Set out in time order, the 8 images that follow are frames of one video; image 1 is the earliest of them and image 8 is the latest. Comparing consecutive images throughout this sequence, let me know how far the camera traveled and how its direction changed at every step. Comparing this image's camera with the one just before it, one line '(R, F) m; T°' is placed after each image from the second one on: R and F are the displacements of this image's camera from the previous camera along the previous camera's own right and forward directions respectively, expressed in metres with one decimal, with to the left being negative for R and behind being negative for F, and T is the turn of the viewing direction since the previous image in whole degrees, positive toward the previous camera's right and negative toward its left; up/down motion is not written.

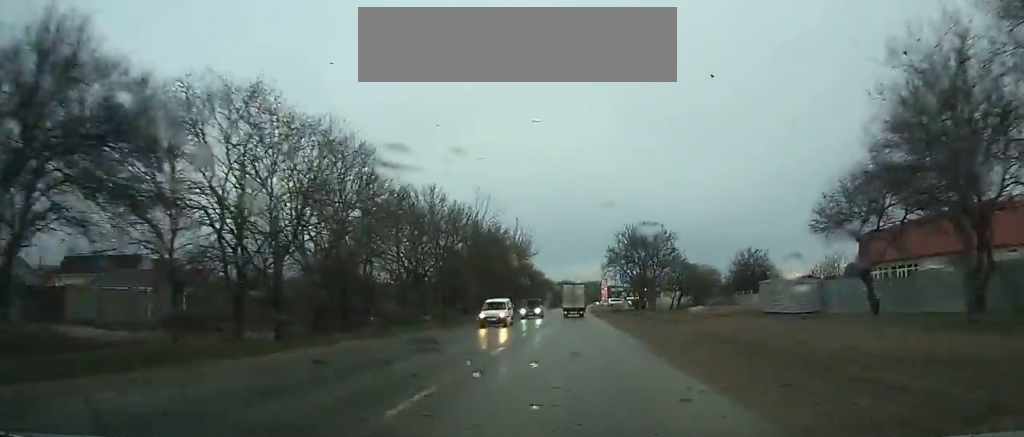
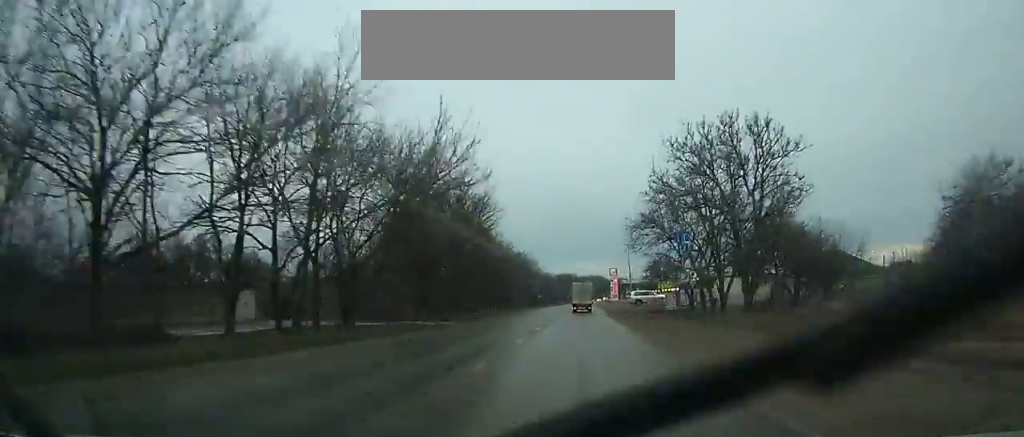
(+0.2, +46.3) m; +1°
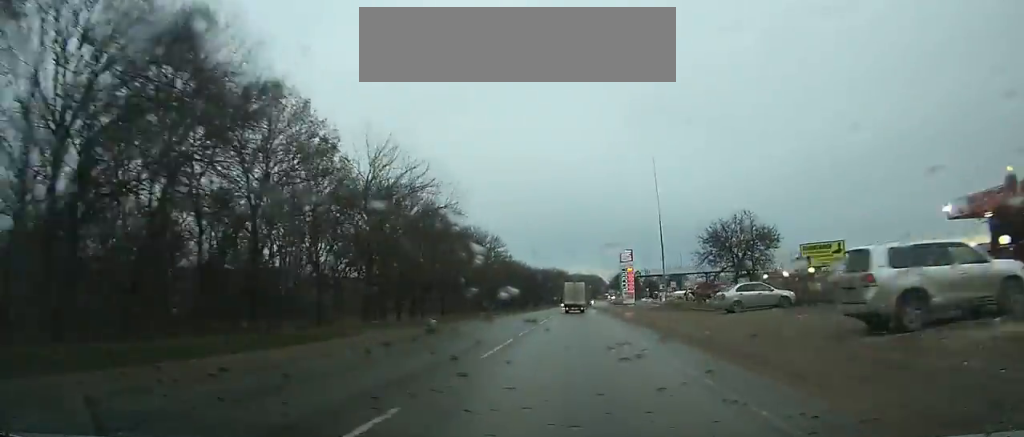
(+0.5, +61.9) m; +1°
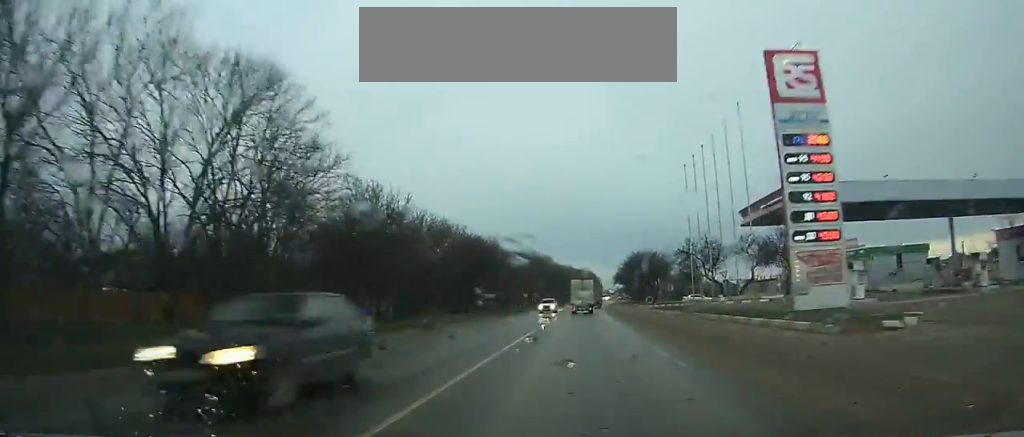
(+0.6, +75.9) m; +1°
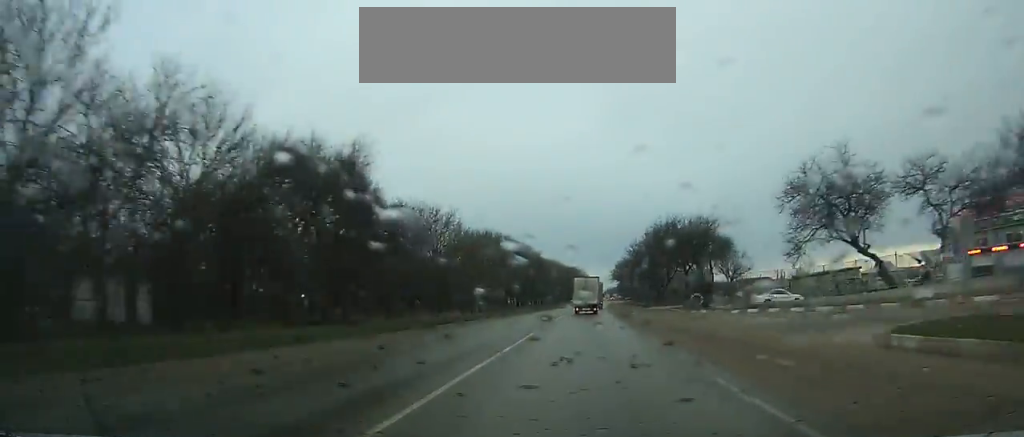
(+0.2, +37.6) m; +1°
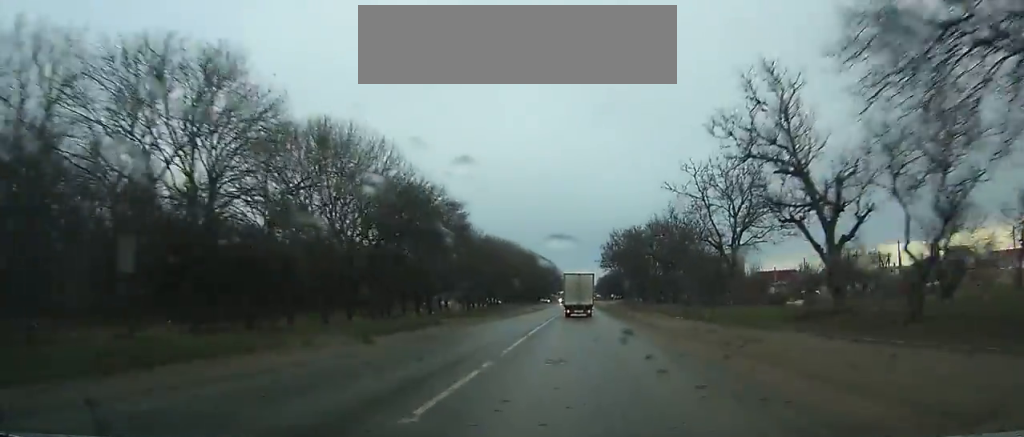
(+1.7, +67.0) m; +2°
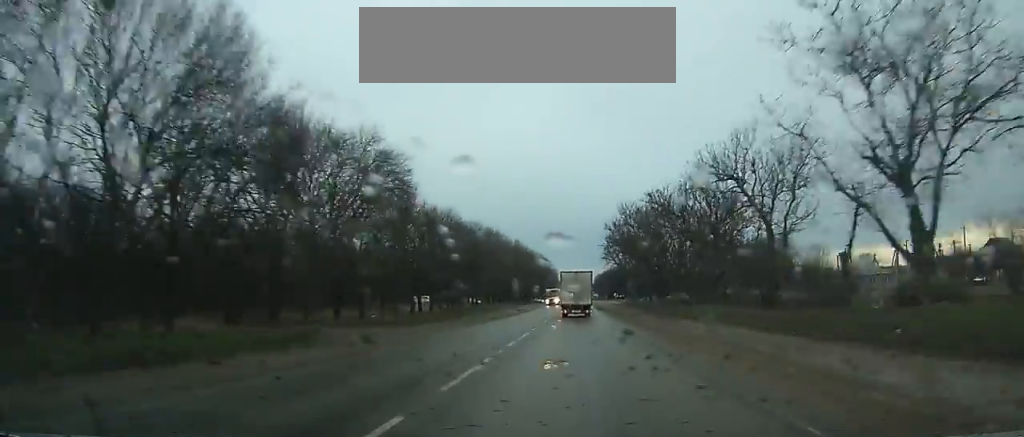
(+0.2, +21.4) m; 0°
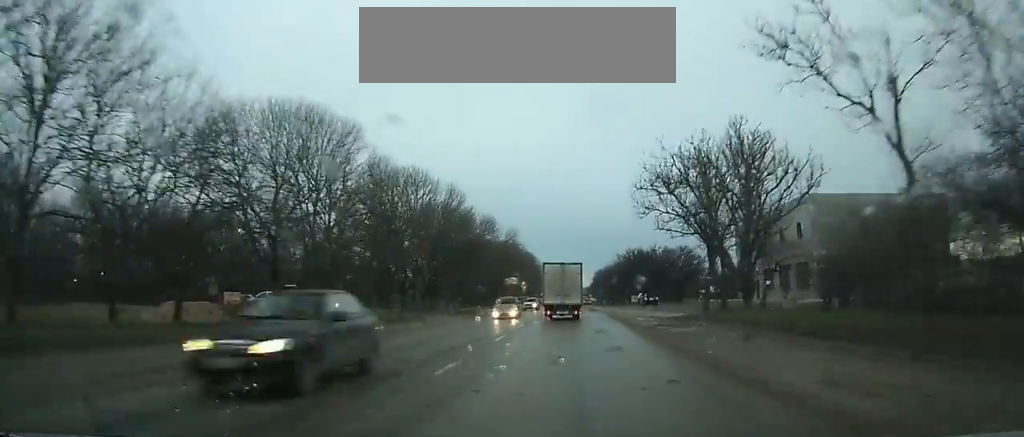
(-0.1, +59.9) m; 0°
